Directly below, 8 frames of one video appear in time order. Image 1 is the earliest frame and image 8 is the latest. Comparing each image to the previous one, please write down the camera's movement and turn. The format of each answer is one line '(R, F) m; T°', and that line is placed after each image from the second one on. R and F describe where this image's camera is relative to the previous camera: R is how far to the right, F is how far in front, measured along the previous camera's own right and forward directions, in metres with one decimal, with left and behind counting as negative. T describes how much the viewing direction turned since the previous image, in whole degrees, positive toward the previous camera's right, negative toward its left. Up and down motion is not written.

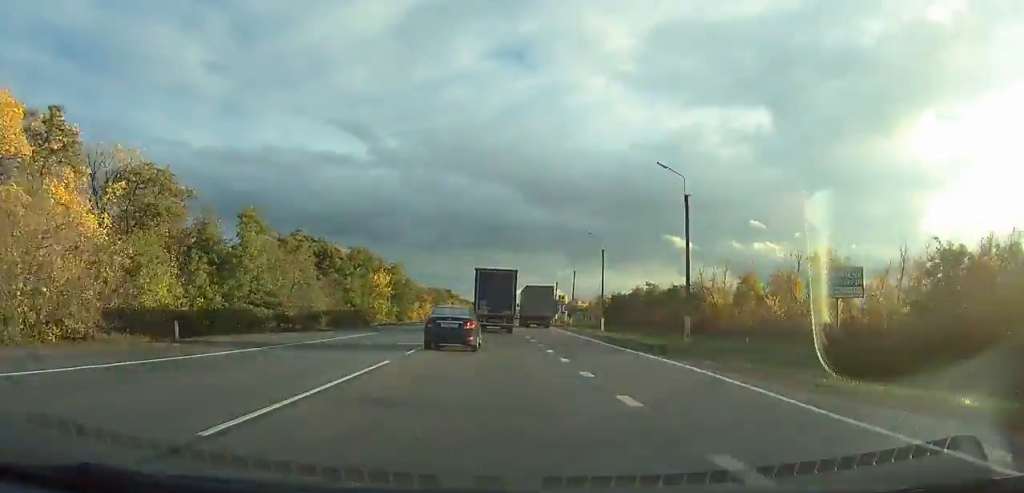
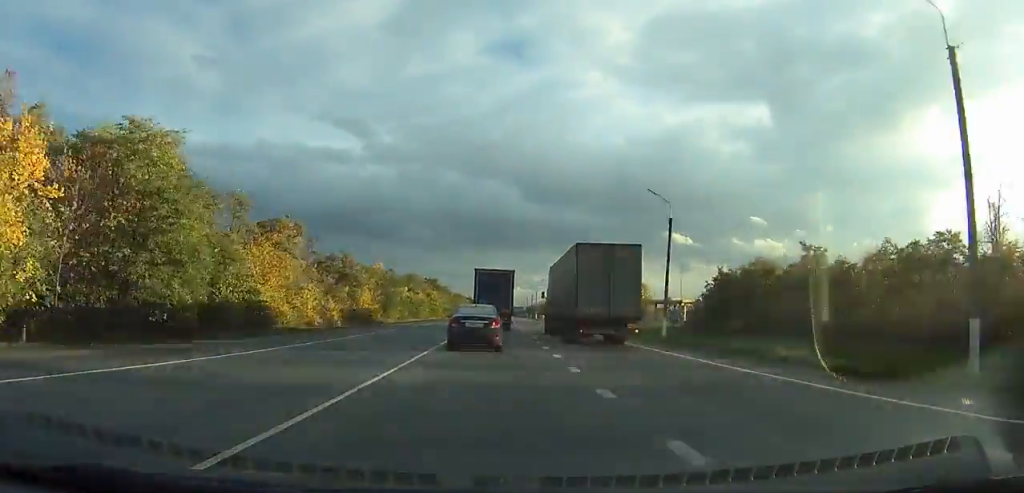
(0.0, +83.3) m; 0°
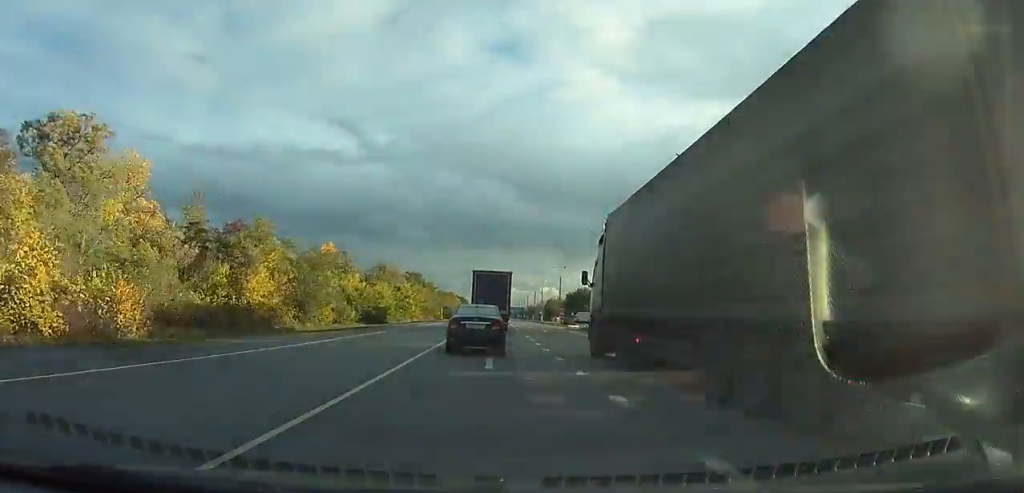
(0.0, +42.1) m; 0°
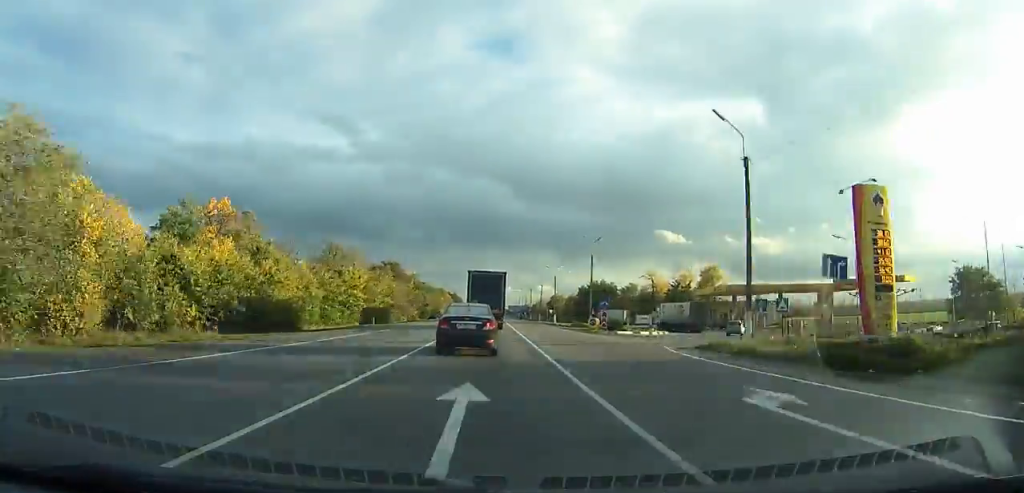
(0.0, +42.5) m; 0°
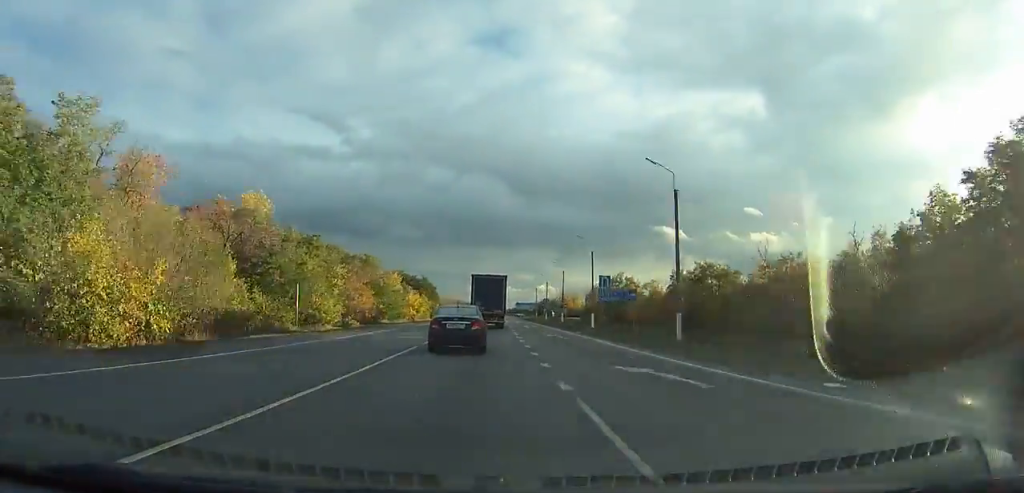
(+0.3, +158.3) m; 0°
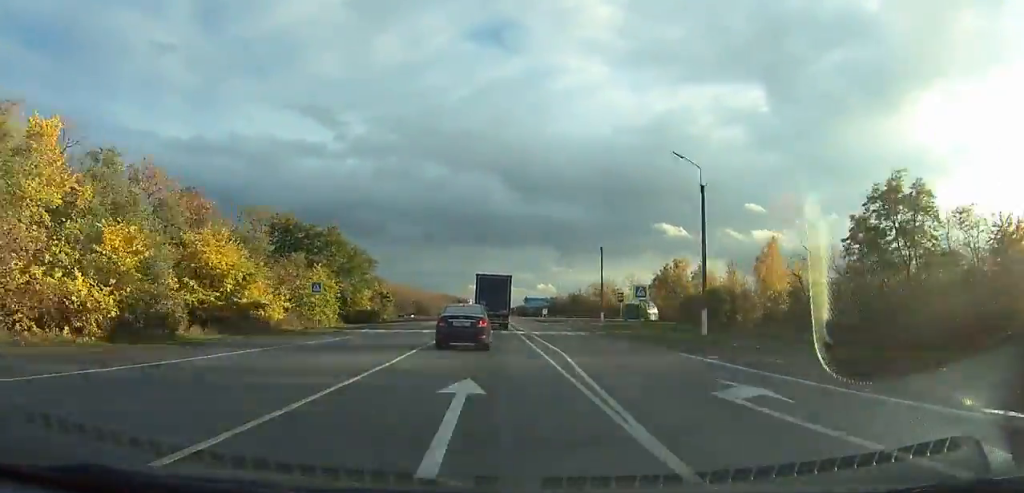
(-0.2, +109.2) m; 0°
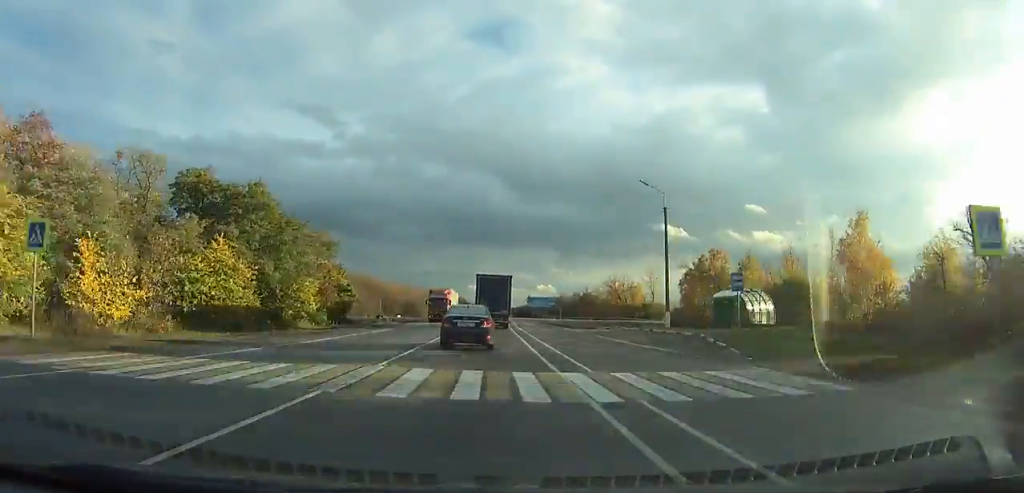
(-0.1, +26.6) m; 0°
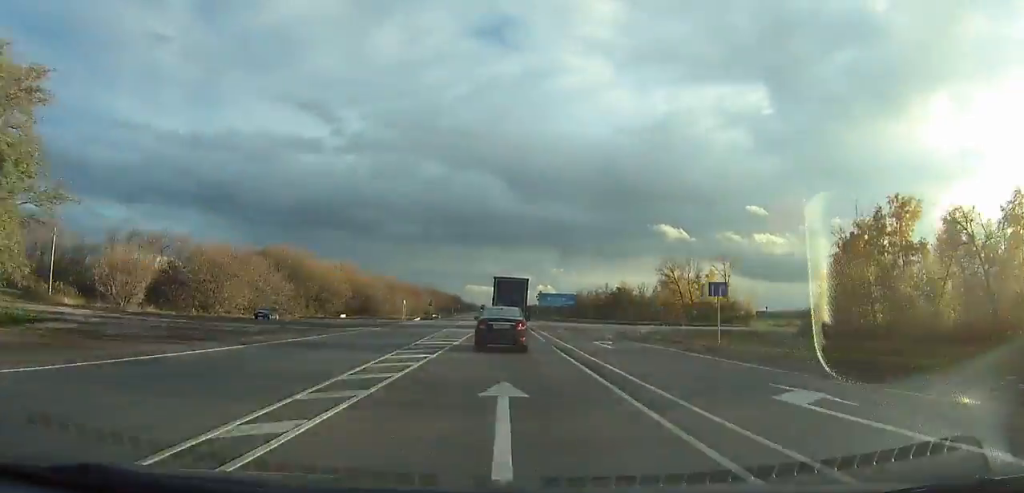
(0.0, +64.4) m; 0°
